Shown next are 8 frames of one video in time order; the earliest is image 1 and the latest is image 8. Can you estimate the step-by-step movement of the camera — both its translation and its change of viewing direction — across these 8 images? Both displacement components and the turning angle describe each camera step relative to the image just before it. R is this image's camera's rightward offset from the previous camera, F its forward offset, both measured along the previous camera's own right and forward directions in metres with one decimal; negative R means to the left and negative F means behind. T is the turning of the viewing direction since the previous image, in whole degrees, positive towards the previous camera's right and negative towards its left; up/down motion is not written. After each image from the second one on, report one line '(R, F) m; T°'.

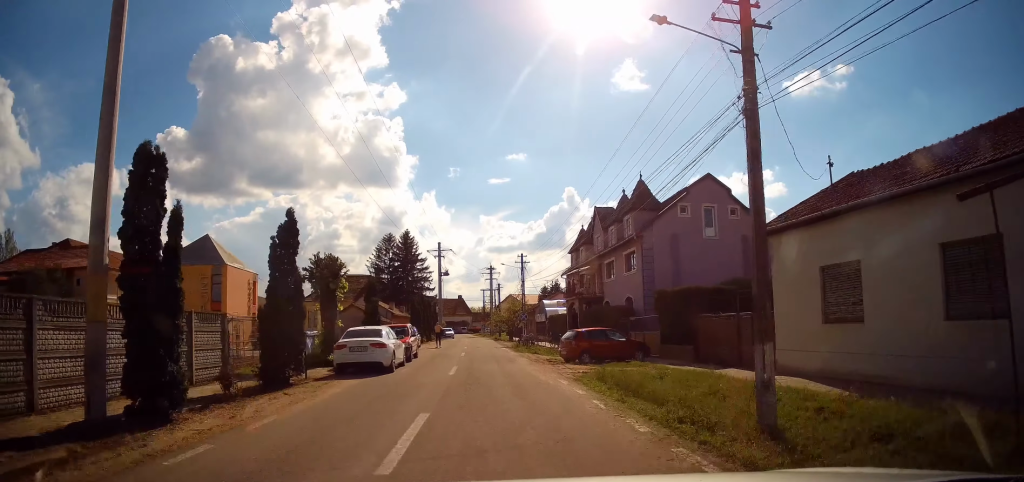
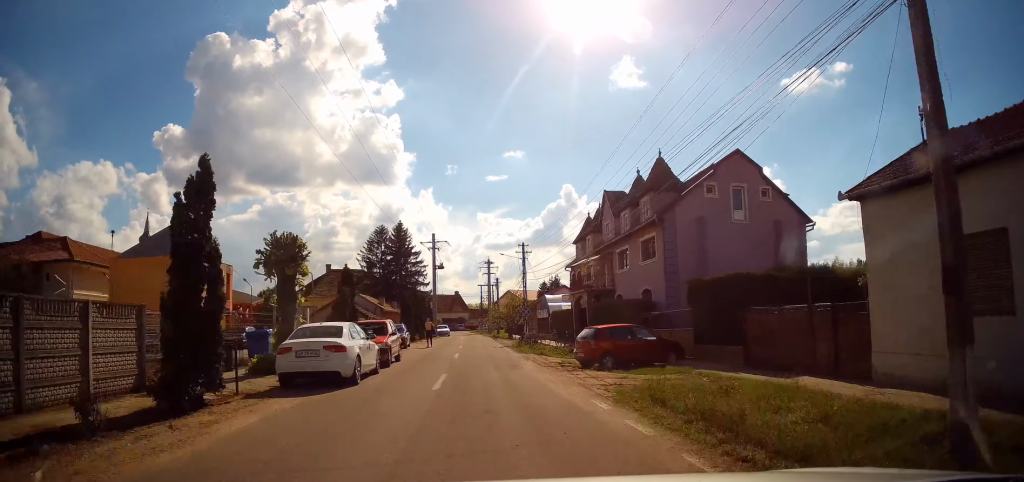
(-0.1, +3.9) m; 0°
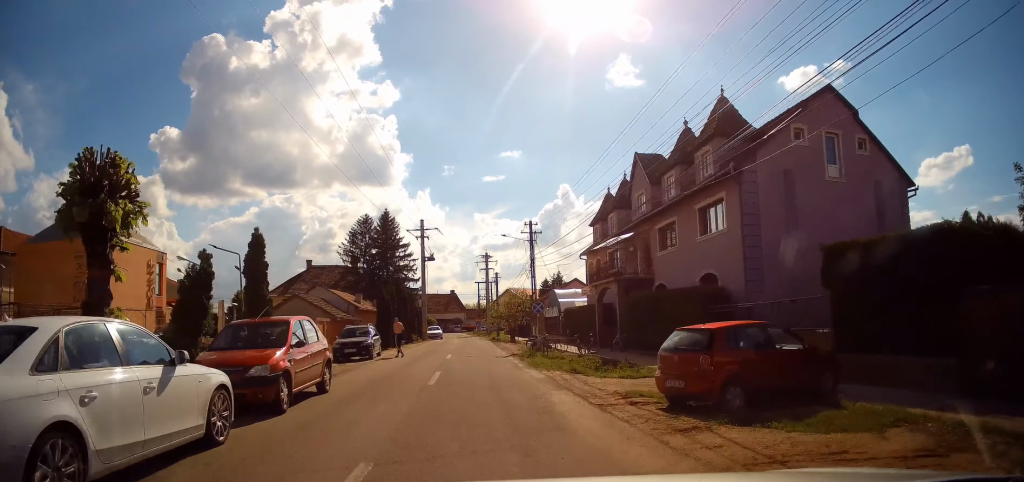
(0.0, +8.4) m; 0°
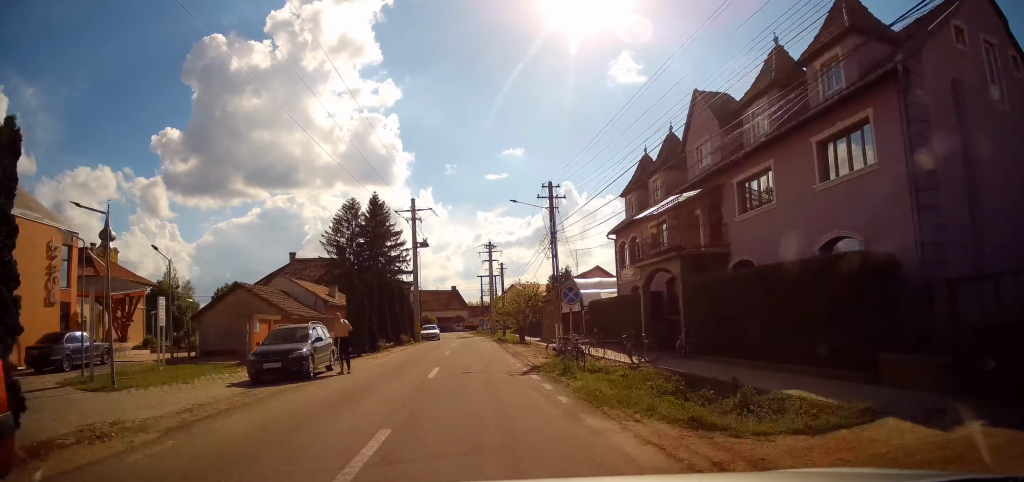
(+0.1, +8.4) m; 0°
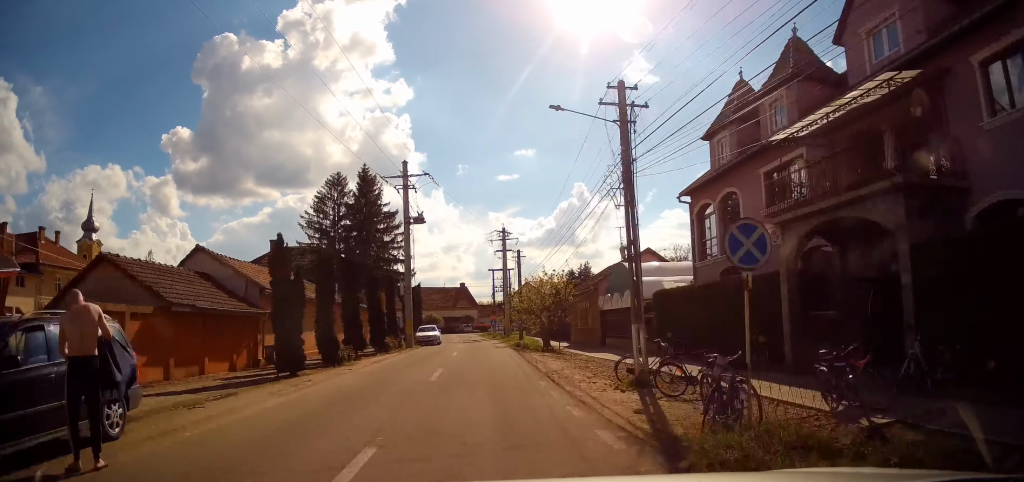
(0.0, +10.7) m; +1°
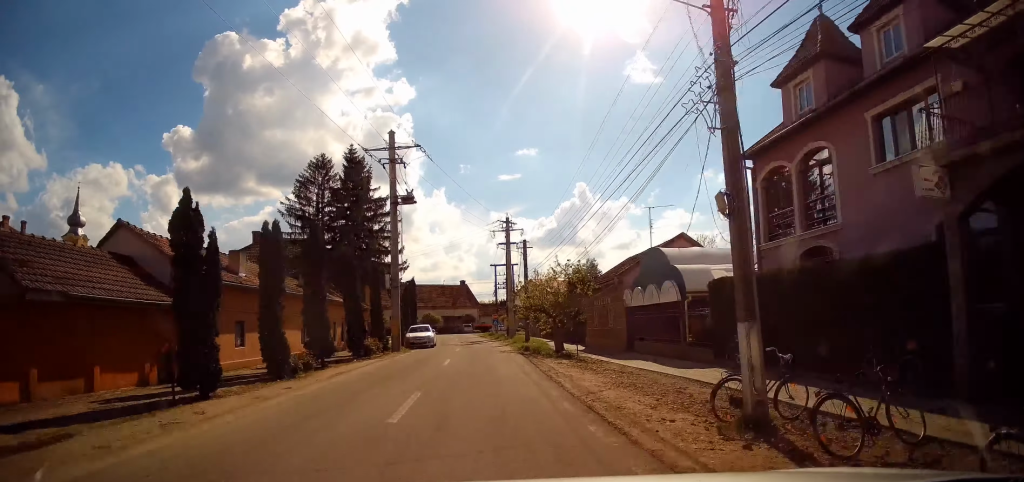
(0.0, +5.6) m; 0°
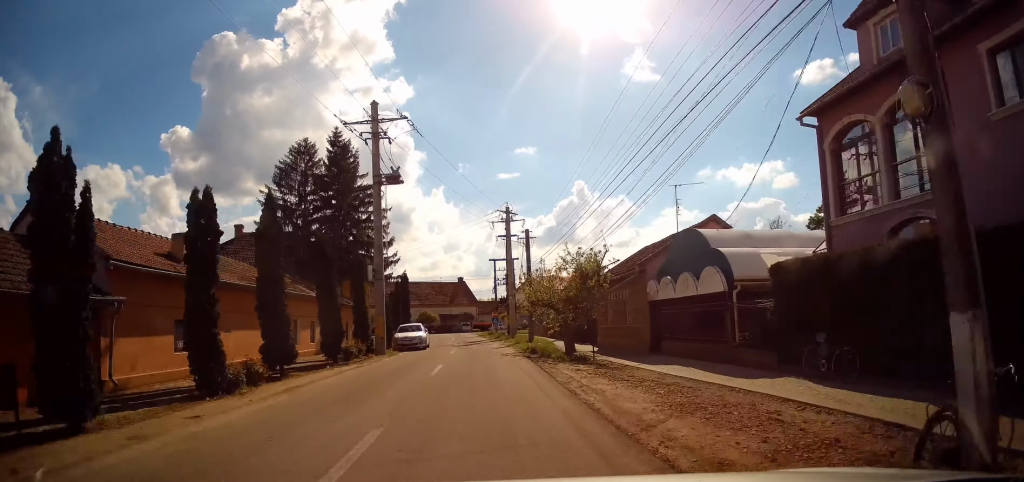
(+0.1, +4.0) m; 0°
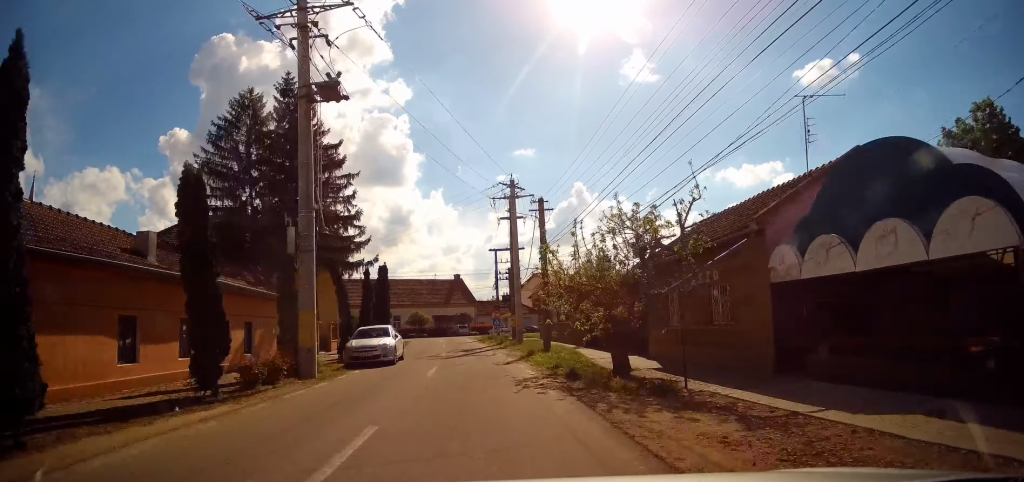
(-0.1, +10.0) m; -2°
